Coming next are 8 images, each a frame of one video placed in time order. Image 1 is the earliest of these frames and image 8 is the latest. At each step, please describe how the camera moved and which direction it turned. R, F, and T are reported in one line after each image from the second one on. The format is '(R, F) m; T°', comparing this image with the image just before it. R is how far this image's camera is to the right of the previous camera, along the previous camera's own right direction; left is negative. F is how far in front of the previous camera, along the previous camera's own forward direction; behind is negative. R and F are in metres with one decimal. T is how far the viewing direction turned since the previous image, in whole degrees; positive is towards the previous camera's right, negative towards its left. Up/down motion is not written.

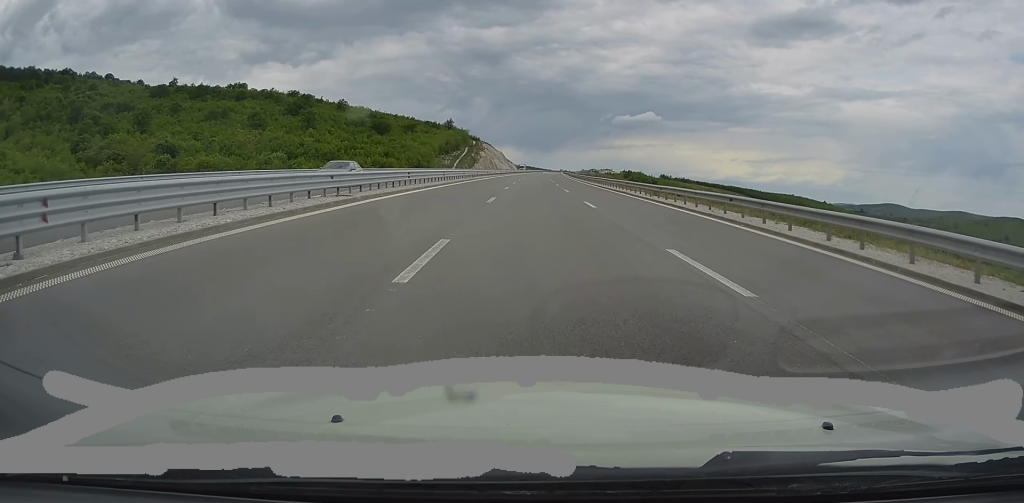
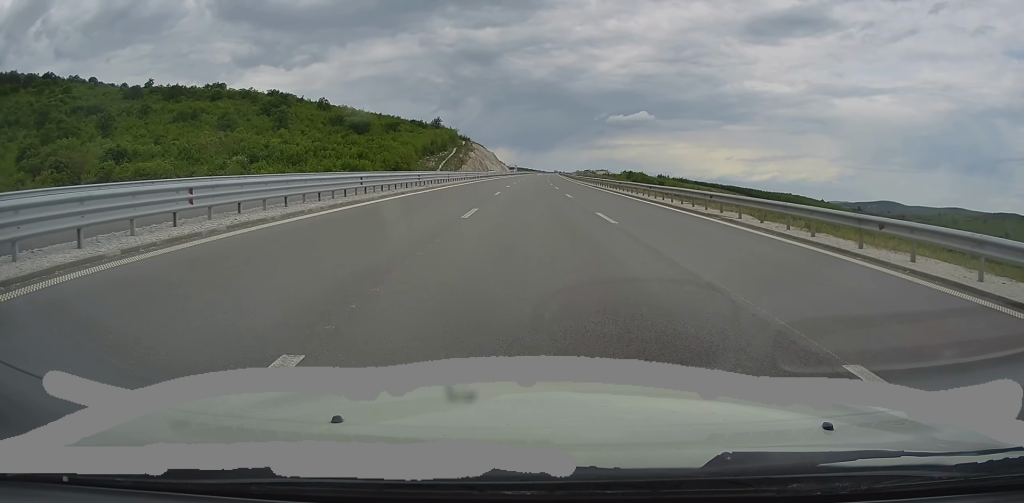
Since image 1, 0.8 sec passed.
(+0.1, +21.9) m; +1°
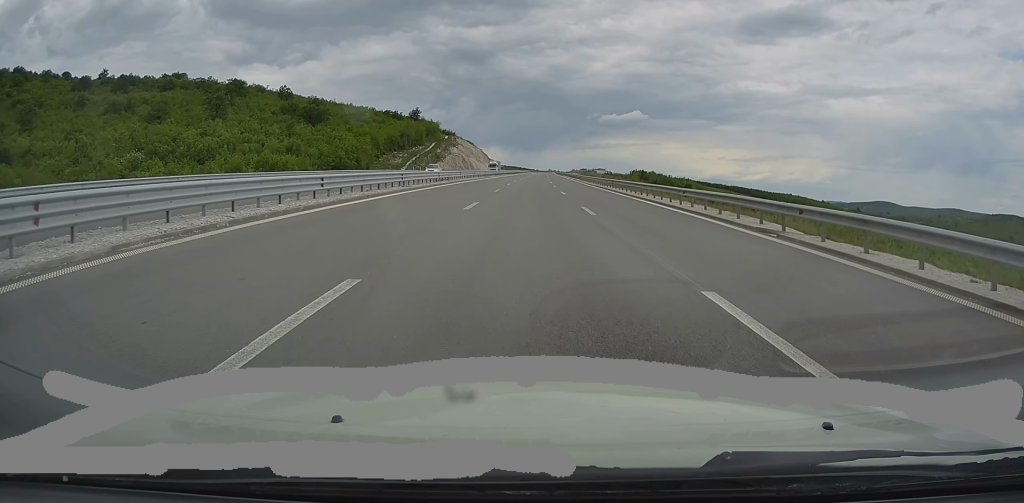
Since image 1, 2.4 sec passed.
(+0.6, +46.0) m; +1°
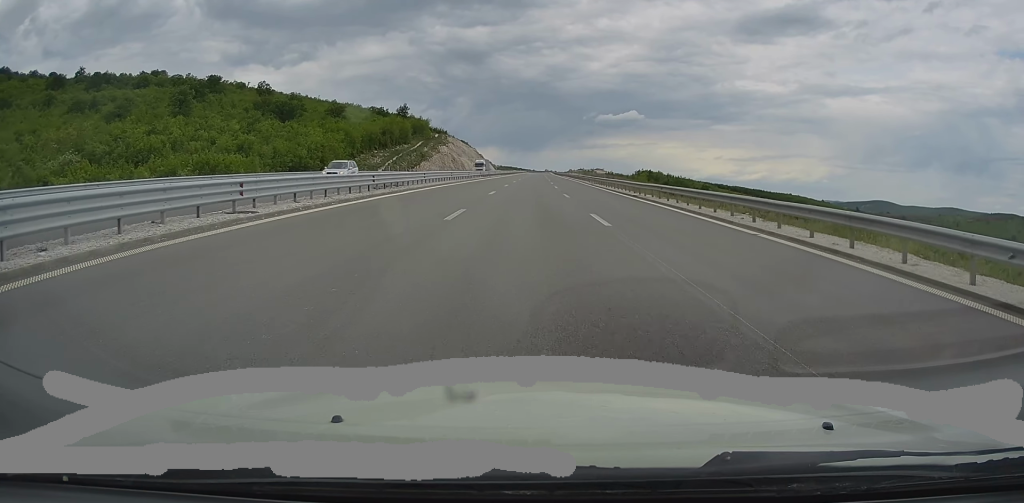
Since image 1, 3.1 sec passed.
(0.0, +21.3) m; 0°
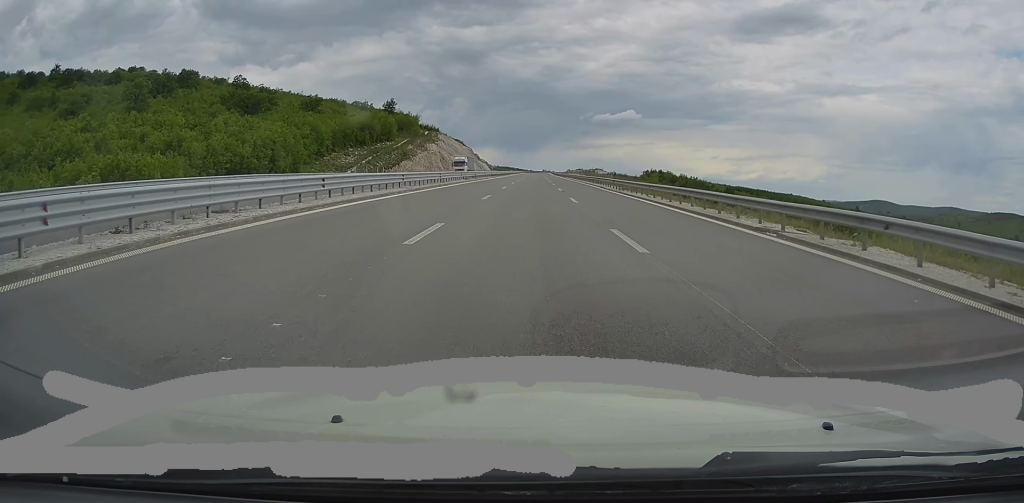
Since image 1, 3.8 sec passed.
(+0.1, +19.4) m; +1°
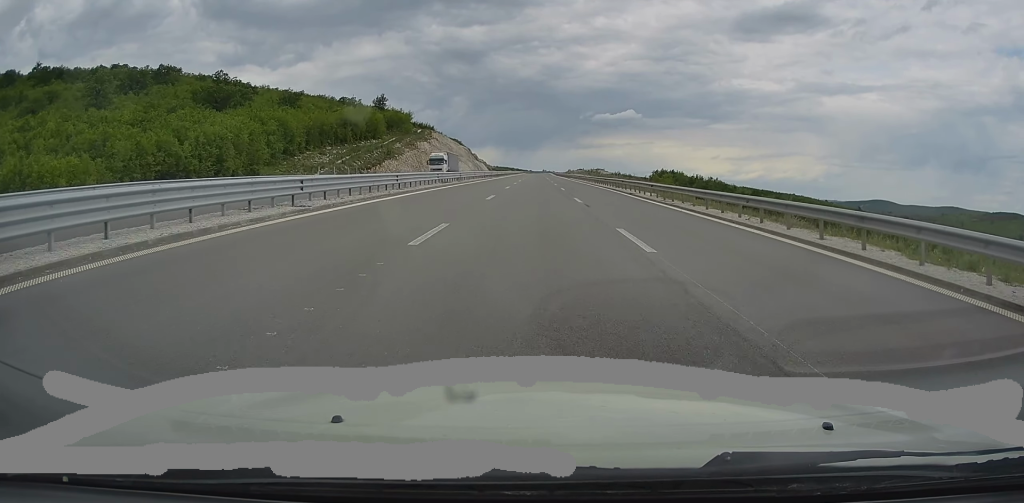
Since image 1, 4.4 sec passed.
(0.0, +14.5) m; 0°
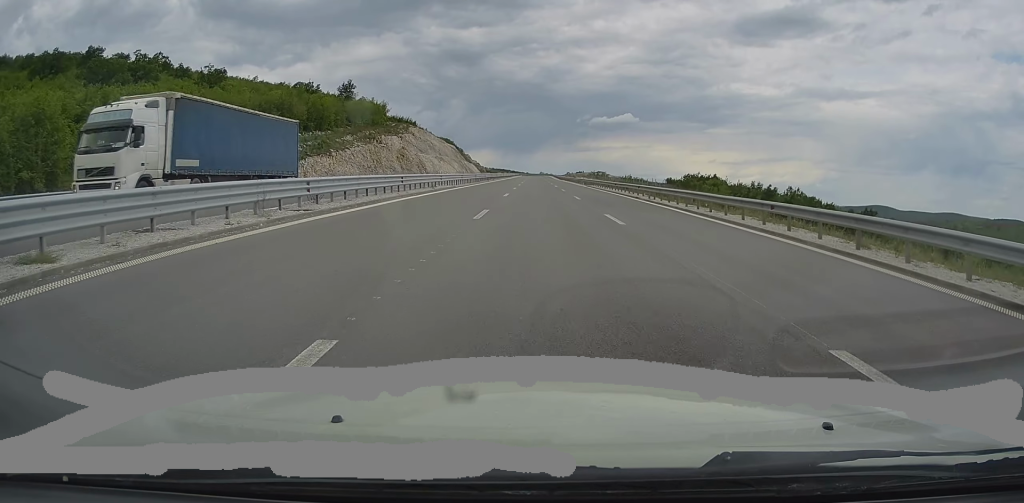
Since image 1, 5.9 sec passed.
(0.0, +38.3) m; 0°
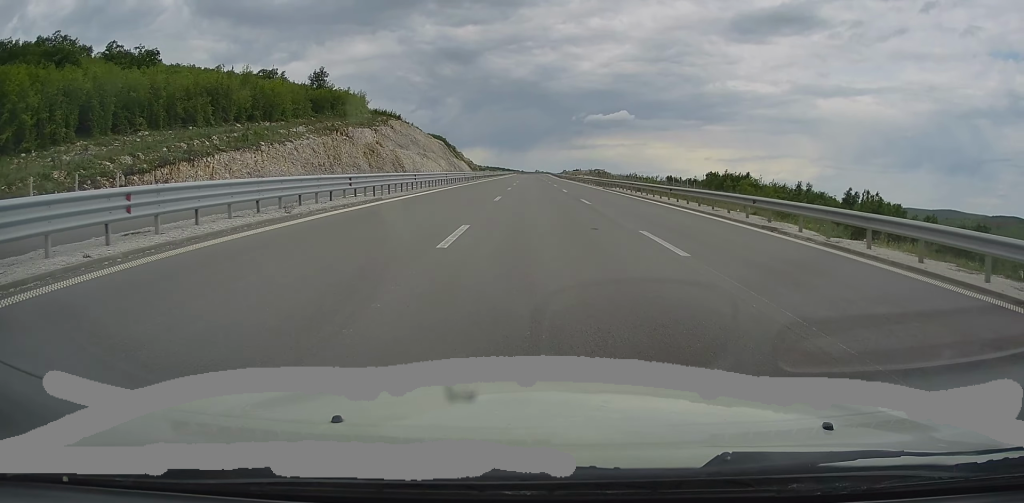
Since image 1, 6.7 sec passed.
(+0.1, +21.7) m; 0°
